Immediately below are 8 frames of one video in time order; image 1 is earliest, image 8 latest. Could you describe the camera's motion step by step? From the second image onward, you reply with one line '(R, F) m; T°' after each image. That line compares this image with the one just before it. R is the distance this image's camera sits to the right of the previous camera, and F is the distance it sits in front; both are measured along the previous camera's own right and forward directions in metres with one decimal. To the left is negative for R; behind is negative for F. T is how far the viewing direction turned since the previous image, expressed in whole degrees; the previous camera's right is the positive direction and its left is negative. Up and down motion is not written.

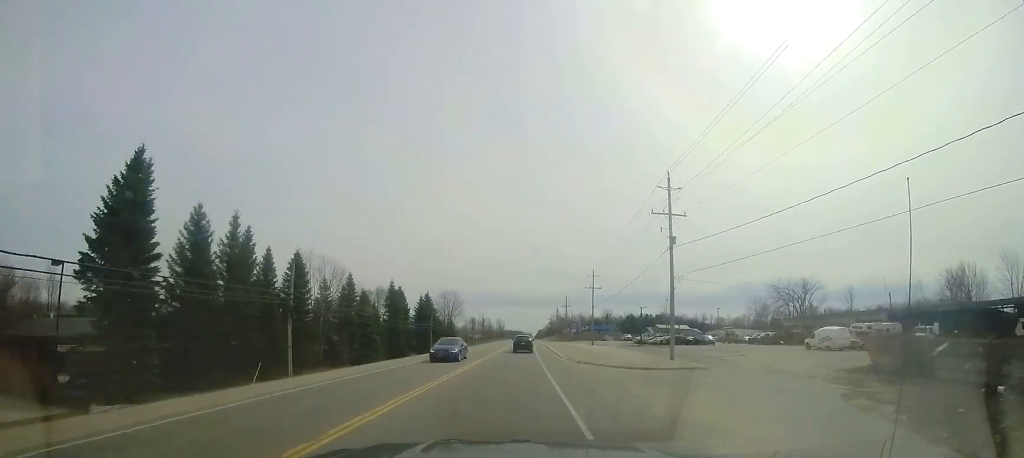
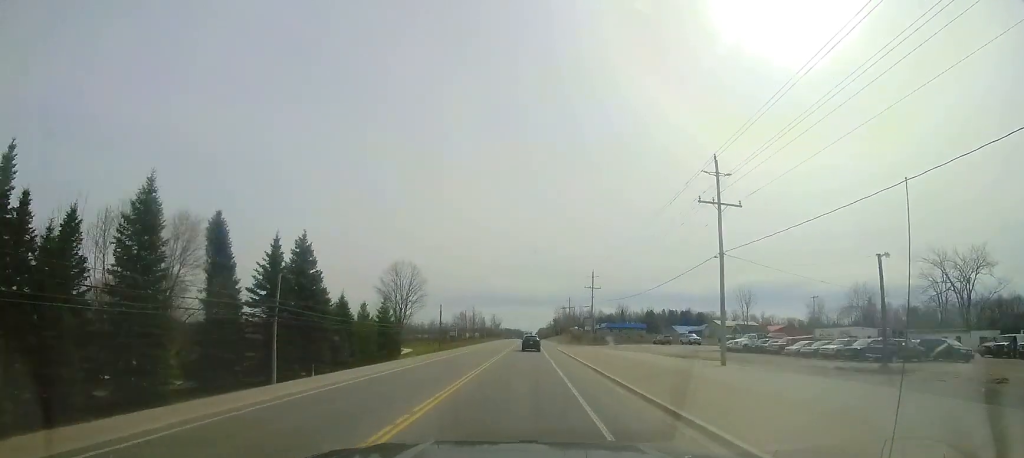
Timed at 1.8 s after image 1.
(0.0, +42.4) m; 0°
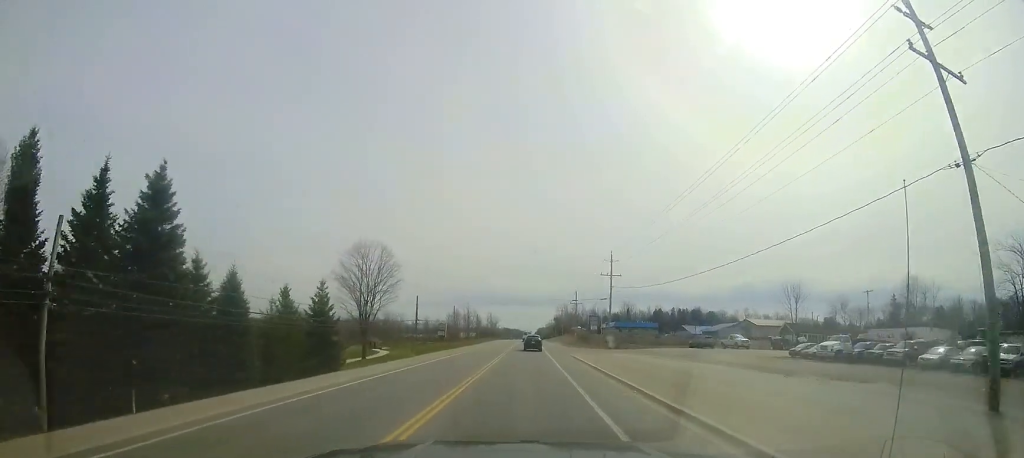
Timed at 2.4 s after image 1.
(0.0, +14.8) m; 0°
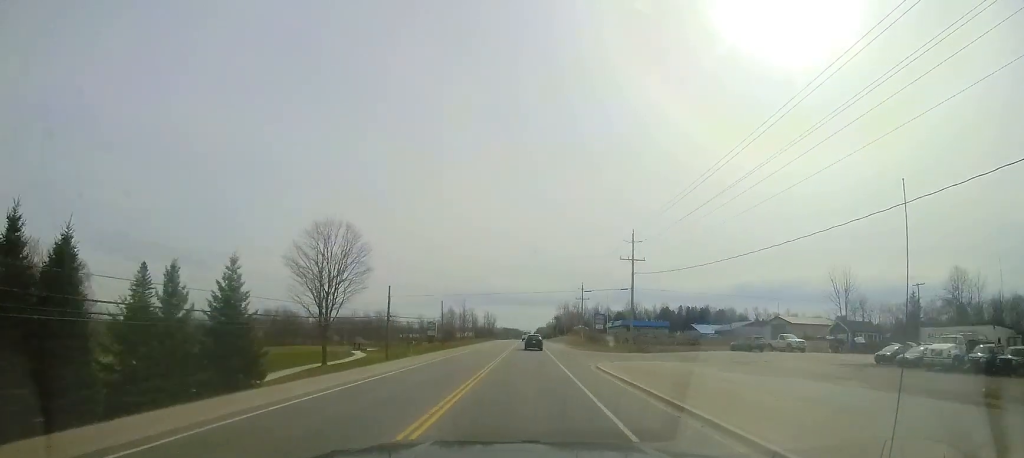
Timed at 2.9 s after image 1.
(+0.2, +11.0) m; +1°
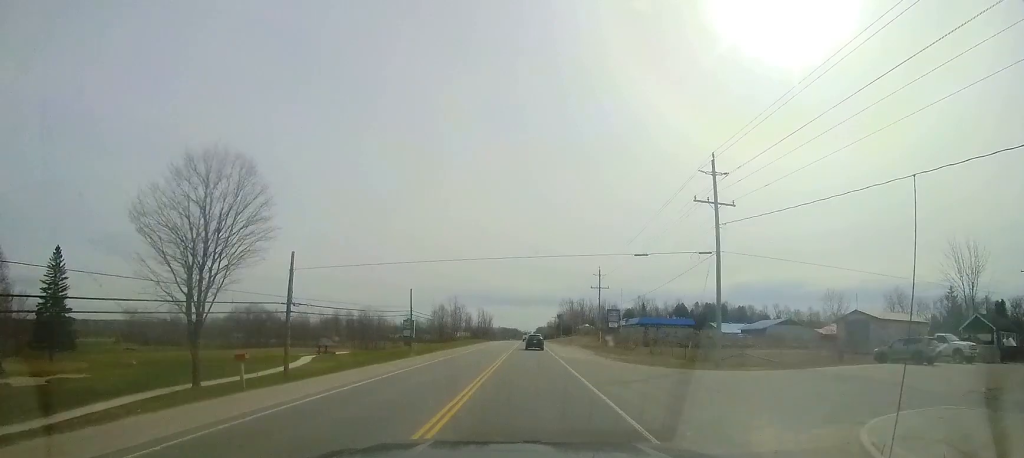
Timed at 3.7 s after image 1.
(+0.1, +19.0) m; 0°
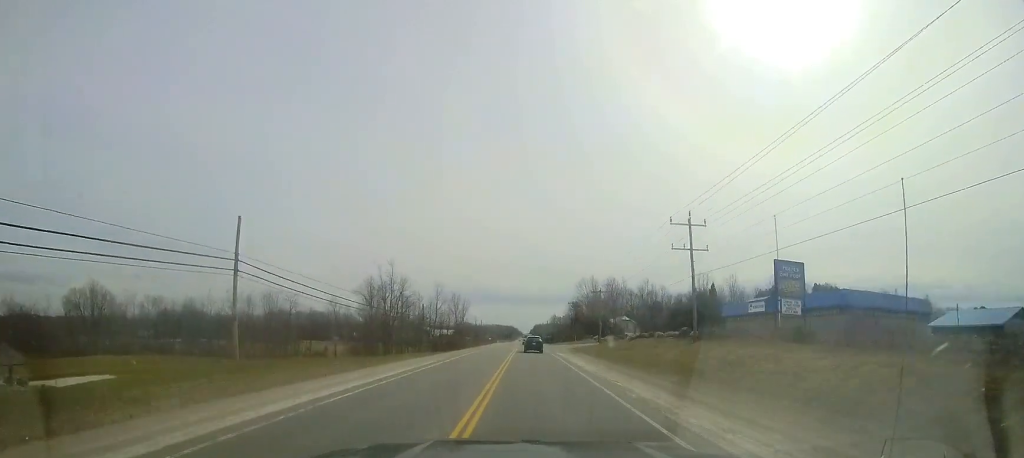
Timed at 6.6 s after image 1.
(+0.2, +70.0) m; 0°
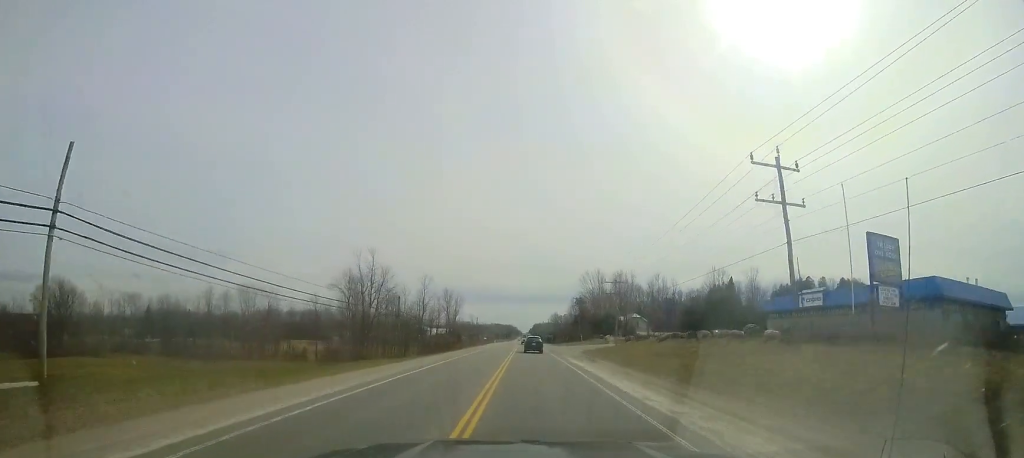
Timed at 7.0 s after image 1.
(0.0, +10.5) m; 0°
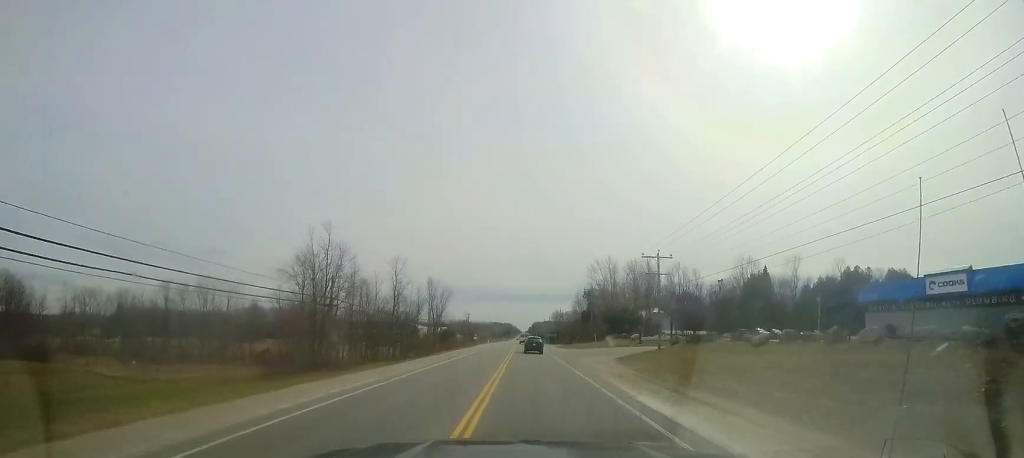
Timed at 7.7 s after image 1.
(0.0, +16.1) m; 0°
